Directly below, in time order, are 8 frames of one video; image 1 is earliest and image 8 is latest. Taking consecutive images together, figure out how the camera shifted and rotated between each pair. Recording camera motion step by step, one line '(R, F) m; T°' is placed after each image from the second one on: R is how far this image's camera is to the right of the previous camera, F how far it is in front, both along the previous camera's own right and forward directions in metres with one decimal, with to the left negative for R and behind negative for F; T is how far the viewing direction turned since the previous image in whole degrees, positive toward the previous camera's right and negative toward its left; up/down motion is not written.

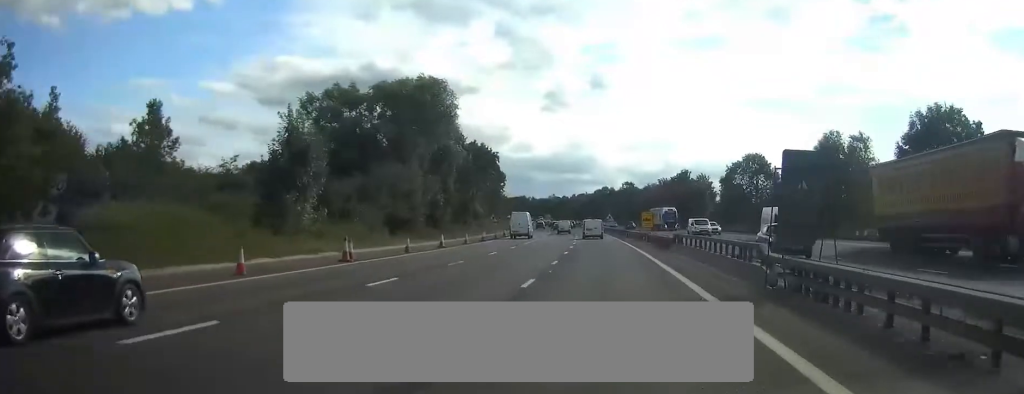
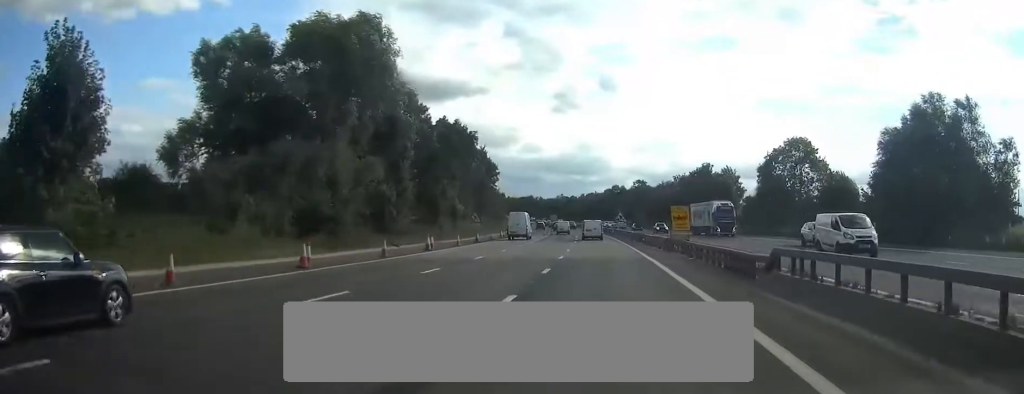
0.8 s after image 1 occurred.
(-0.2, +21.5) m; -1°
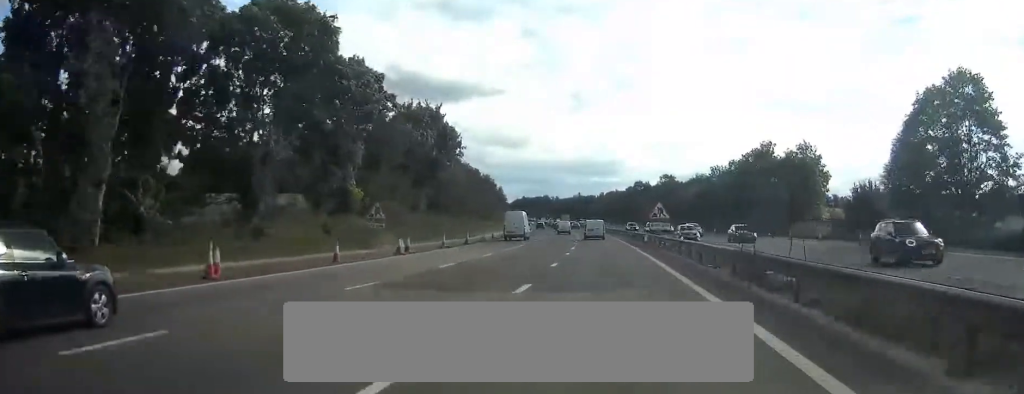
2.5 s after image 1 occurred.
(-0.9, +42.4) m; -2°
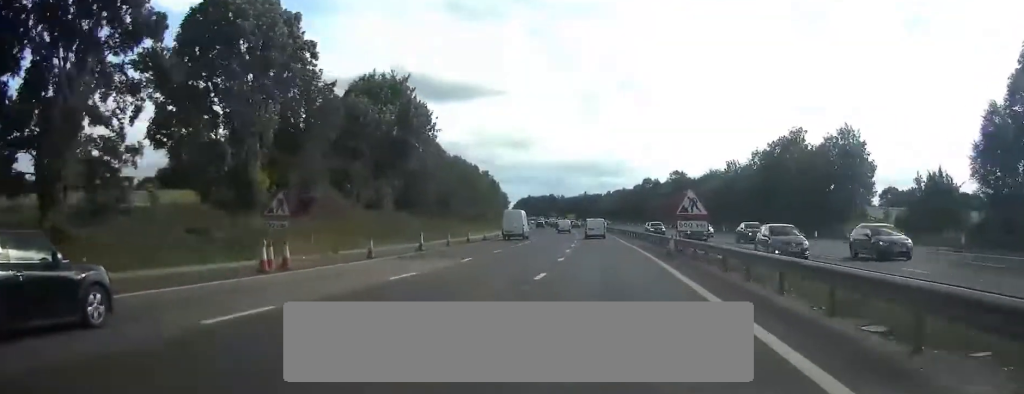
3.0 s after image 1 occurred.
(0.0, +14.8) m; 0°
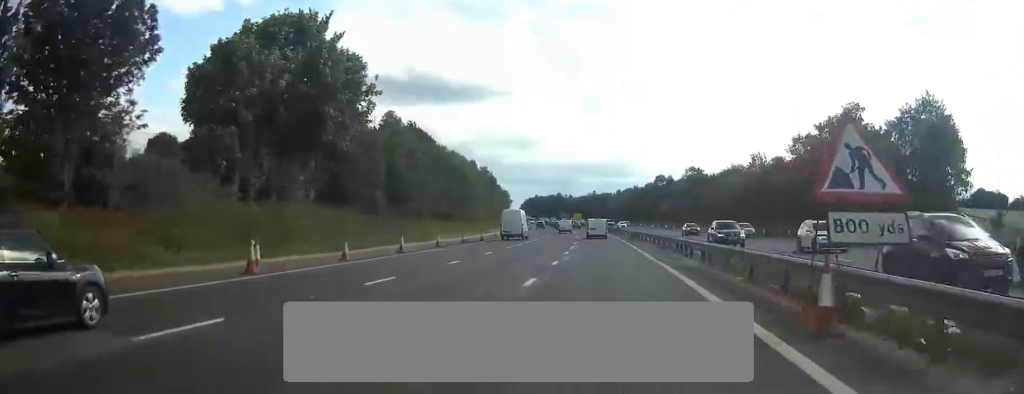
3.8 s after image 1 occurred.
(0.0, +19.9) m; -1°
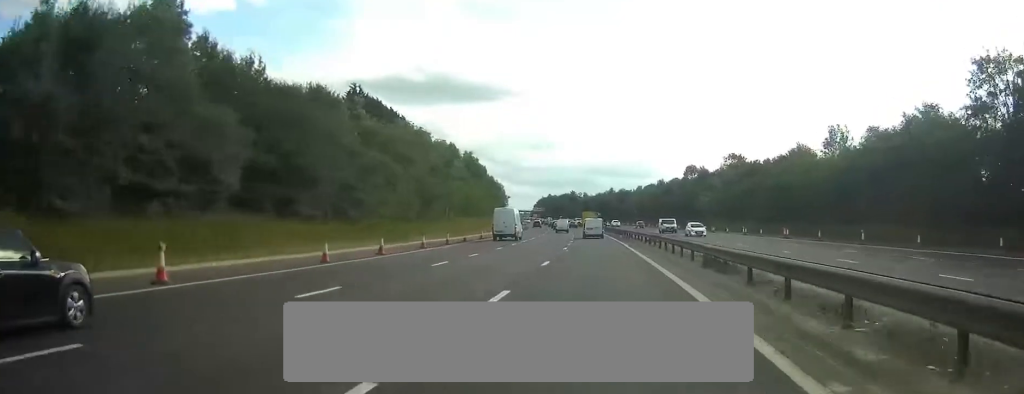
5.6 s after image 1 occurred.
(-0.6, +45.7) m; -2°
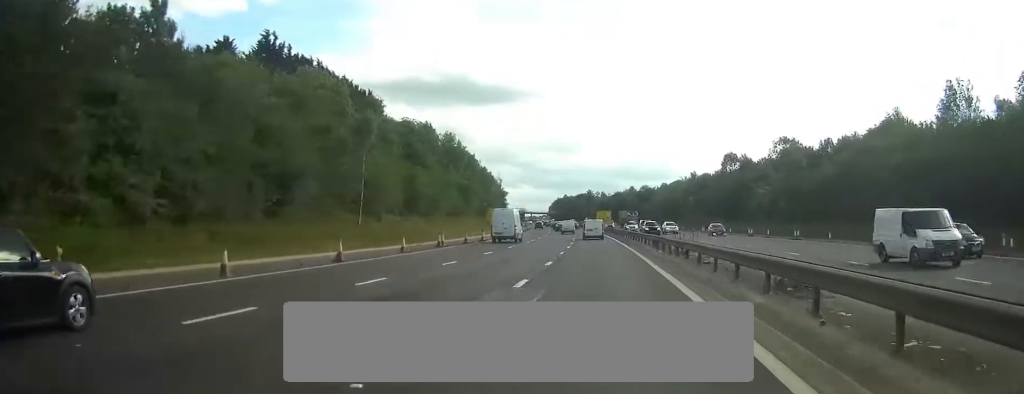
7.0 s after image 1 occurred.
(-0.6, +37.0) m; -2°
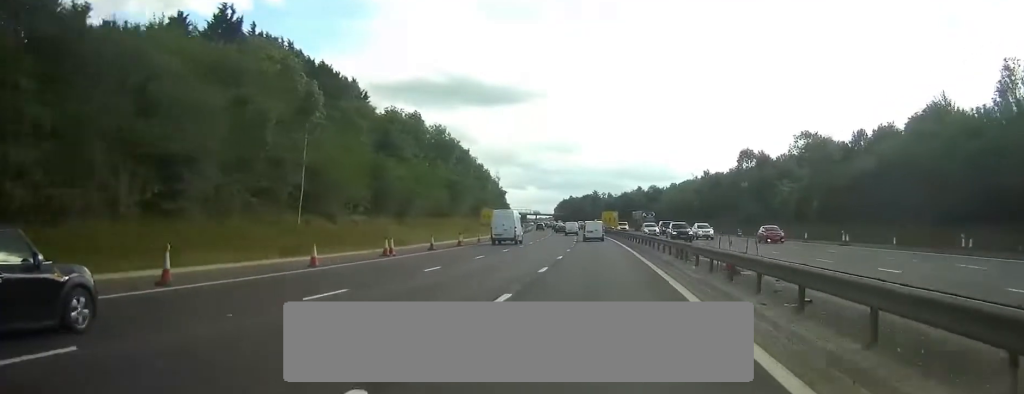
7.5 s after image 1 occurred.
(-0.1, +12.1) m; 0°
